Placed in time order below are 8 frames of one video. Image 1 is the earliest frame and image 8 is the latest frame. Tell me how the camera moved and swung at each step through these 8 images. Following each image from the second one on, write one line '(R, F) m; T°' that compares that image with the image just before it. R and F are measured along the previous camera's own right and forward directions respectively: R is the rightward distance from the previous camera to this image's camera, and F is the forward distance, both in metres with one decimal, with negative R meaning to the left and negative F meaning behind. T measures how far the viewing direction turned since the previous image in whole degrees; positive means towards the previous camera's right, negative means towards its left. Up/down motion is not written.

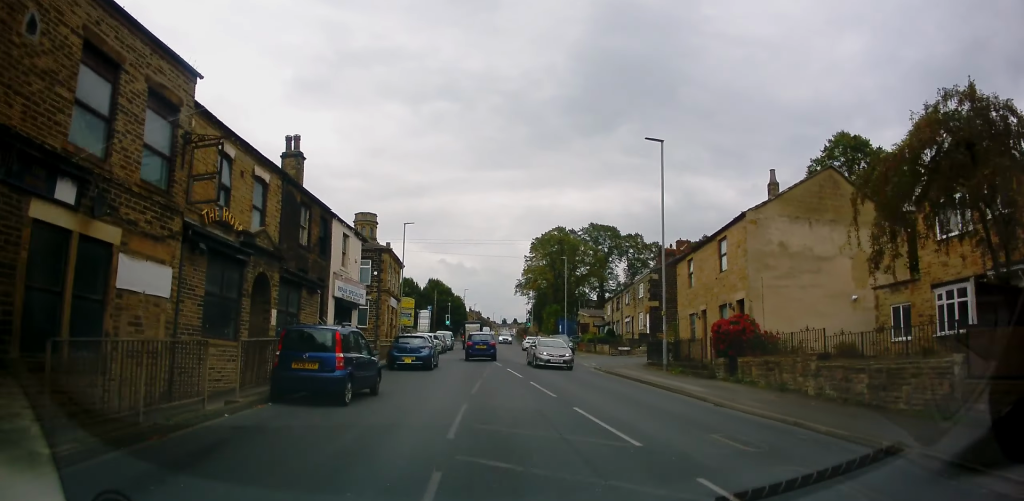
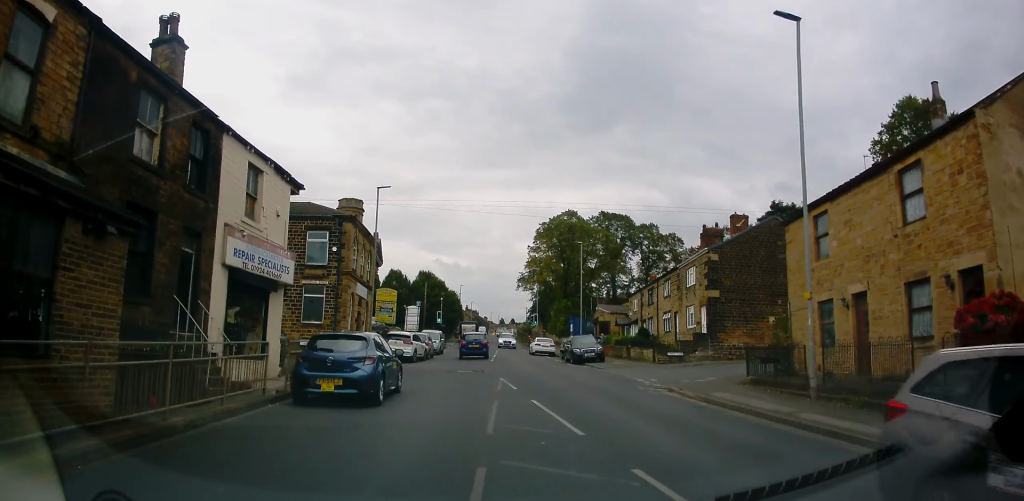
(0.0, +12.1) m; 0°
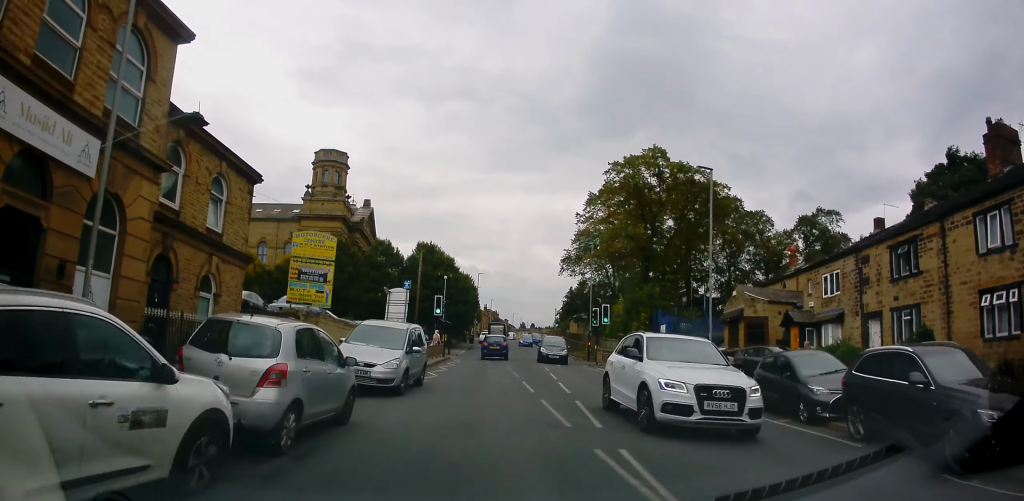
(-0.9, +28.6) m; -2°
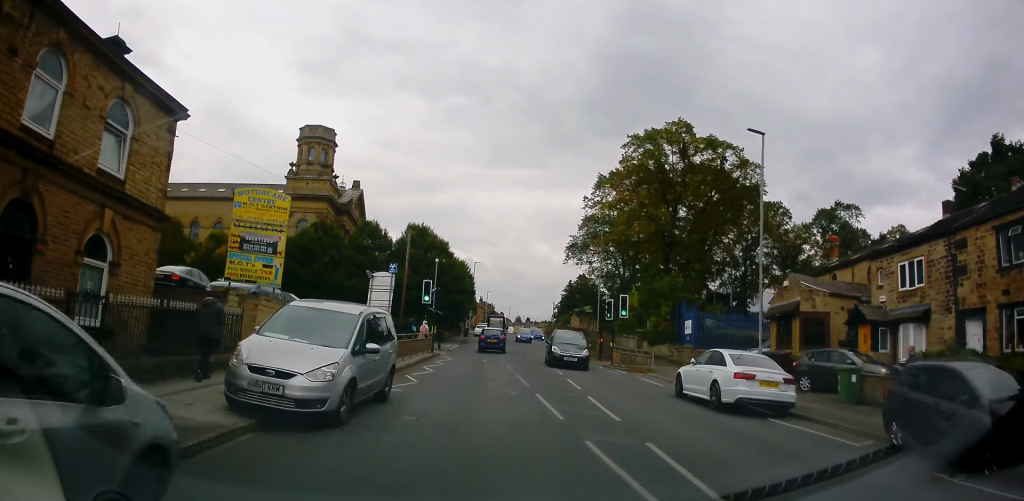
(+0.1, +5.8) m; 0°
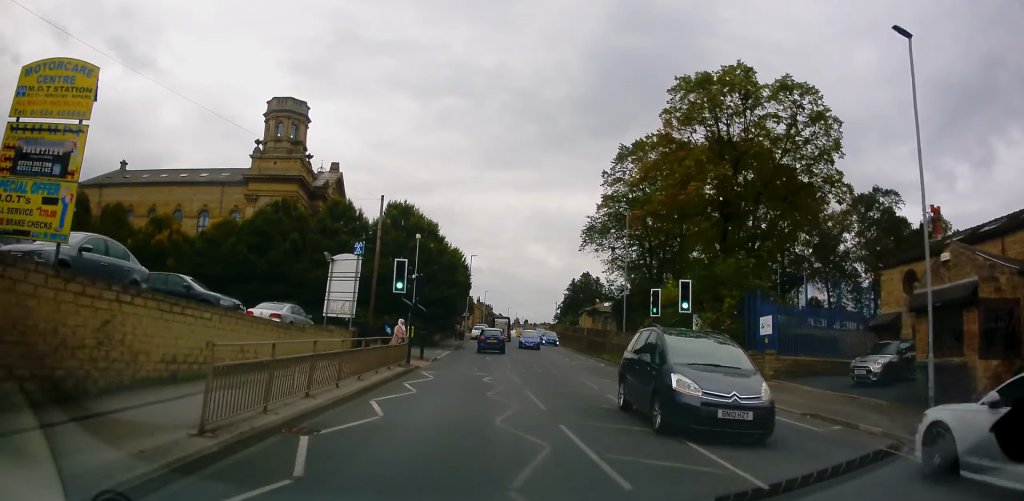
(-0.3, +10.2) m; 0°
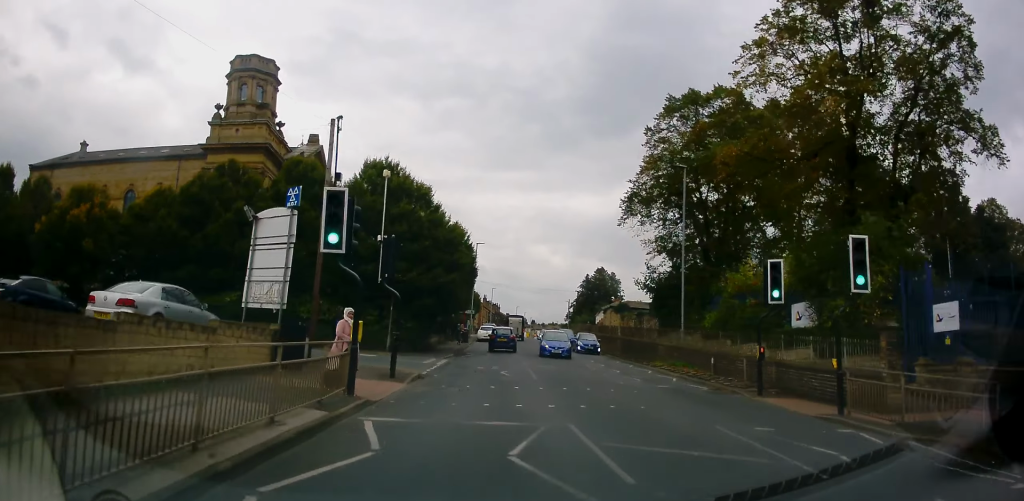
(+0.4, +10.7) m; 0°
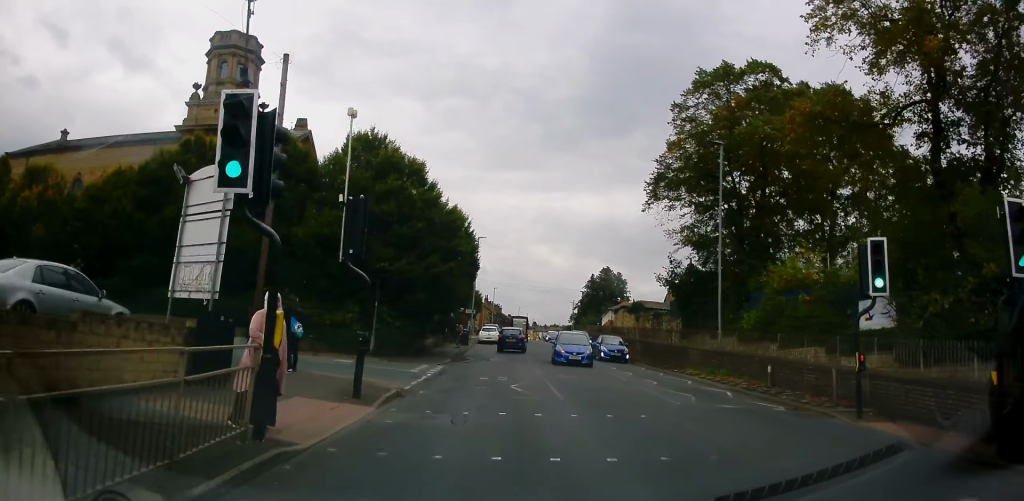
(-0.2, +4.7) m; 0°
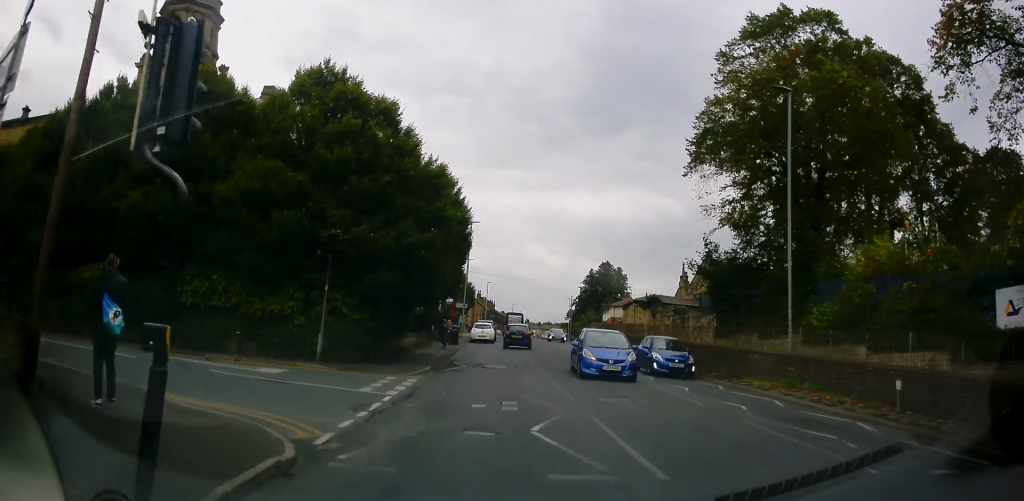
(-0.2, +7.0) m; +1°
